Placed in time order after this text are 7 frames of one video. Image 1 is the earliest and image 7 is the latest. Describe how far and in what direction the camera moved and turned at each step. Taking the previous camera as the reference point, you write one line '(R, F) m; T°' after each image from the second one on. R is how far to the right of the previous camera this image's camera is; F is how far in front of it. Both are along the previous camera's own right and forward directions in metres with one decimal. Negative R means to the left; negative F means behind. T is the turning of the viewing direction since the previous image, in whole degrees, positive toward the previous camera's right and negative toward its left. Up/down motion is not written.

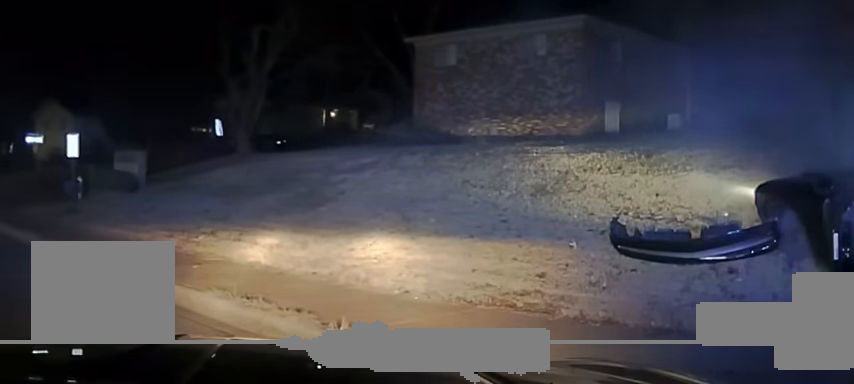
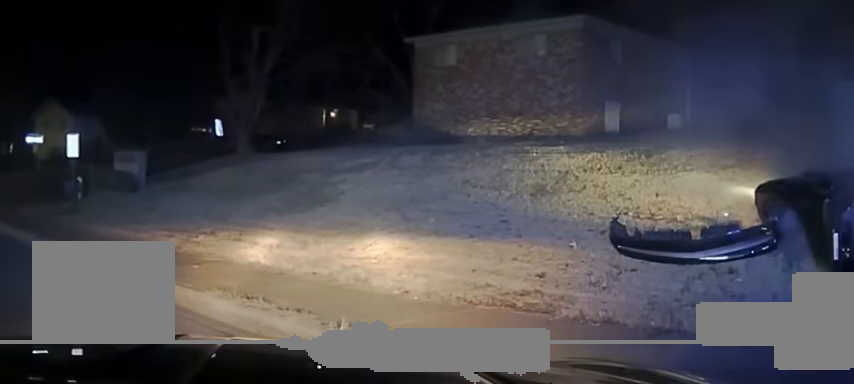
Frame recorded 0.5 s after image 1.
(0.0, 0.0) m; 0°
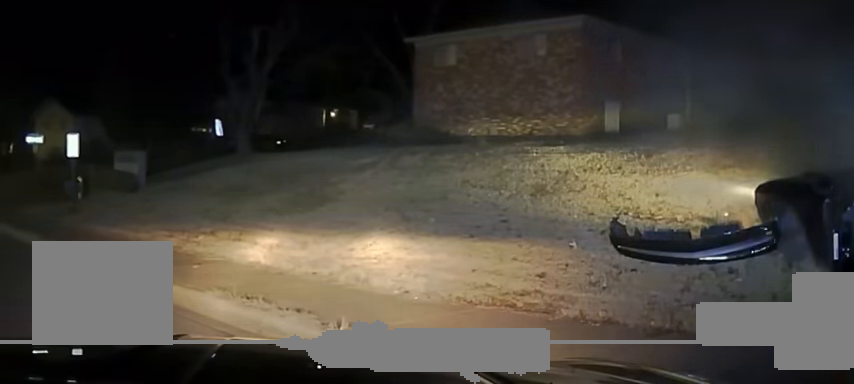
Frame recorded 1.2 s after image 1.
(0.0, 0.0) m; 0°
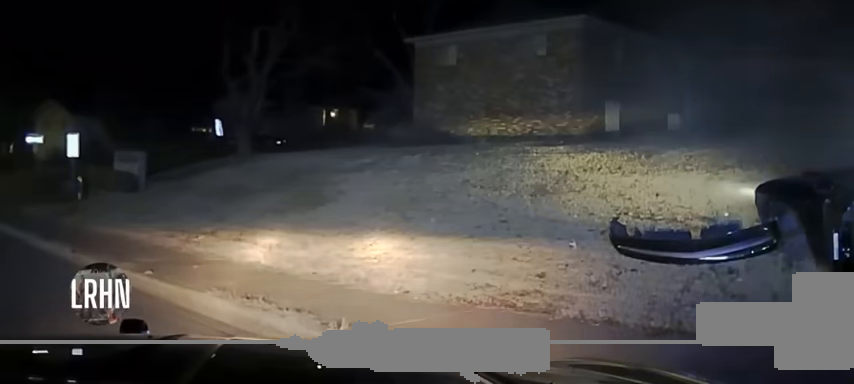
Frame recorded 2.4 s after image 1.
(0.0, 0.0) m; 0°
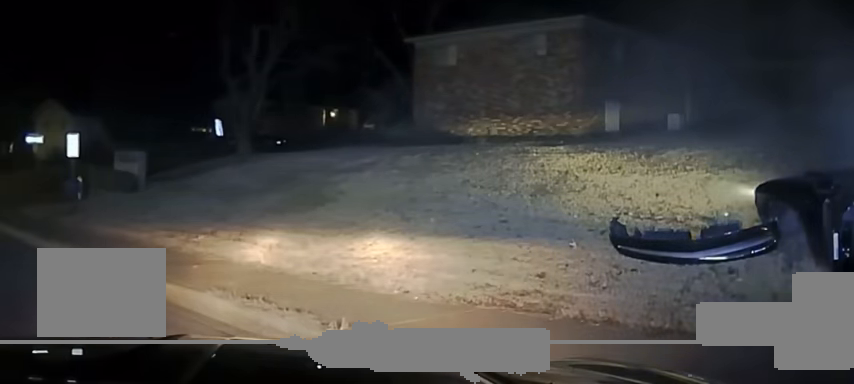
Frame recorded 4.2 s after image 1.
(0.0, 0.0) m; 0°
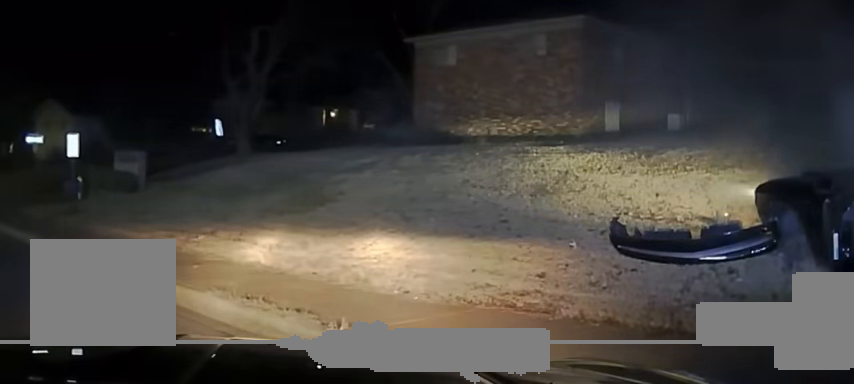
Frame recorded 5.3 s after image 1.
(0.0, 0.0) m; 0°
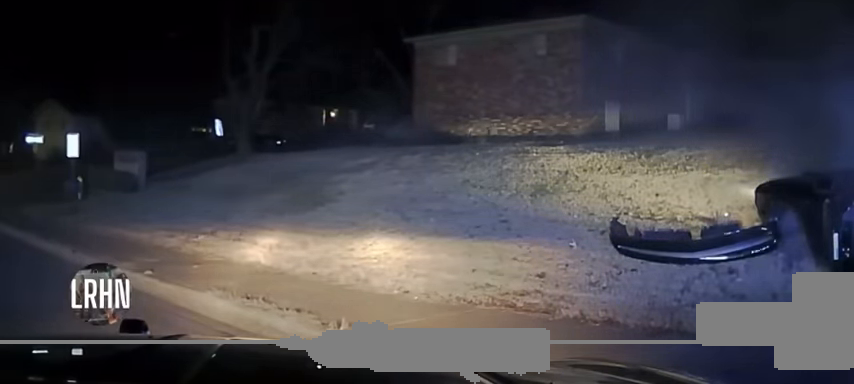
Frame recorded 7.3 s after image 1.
(0.0, 0.0) m; 0°
